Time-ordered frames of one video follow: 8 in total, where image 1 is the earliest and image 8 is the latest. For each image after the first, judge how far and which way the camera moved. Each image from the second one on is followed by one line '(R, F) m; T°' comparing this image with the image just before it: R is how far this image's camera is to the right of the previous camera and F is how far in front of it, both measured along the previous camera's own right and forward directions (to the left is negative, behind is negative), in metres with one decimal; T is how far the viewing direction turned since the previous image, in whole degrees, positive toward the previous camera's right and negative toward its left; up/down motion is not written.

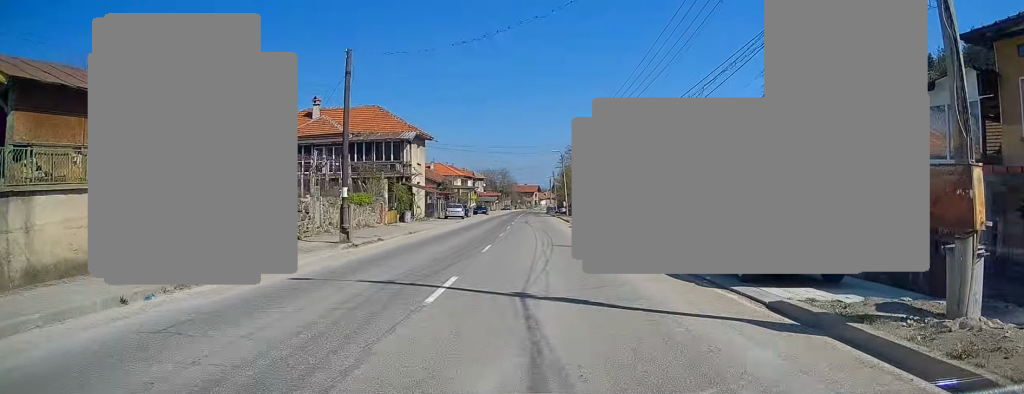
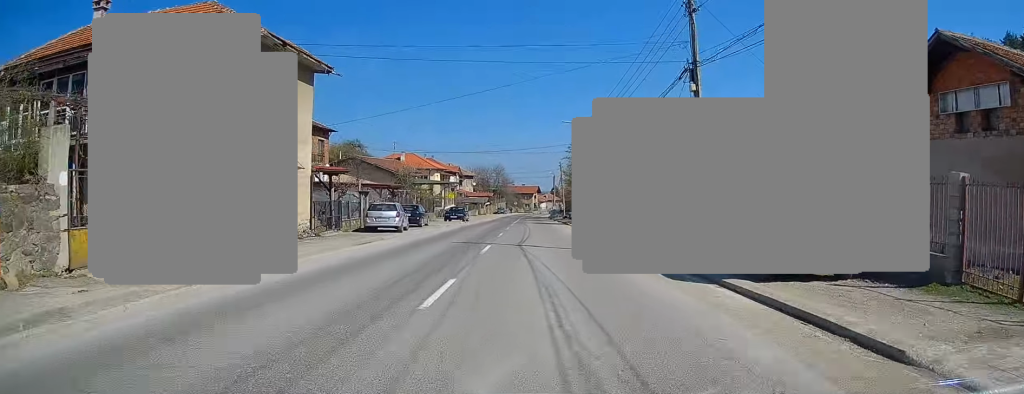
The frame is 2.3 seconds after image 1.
(+0.1, +28.1) m; +1°
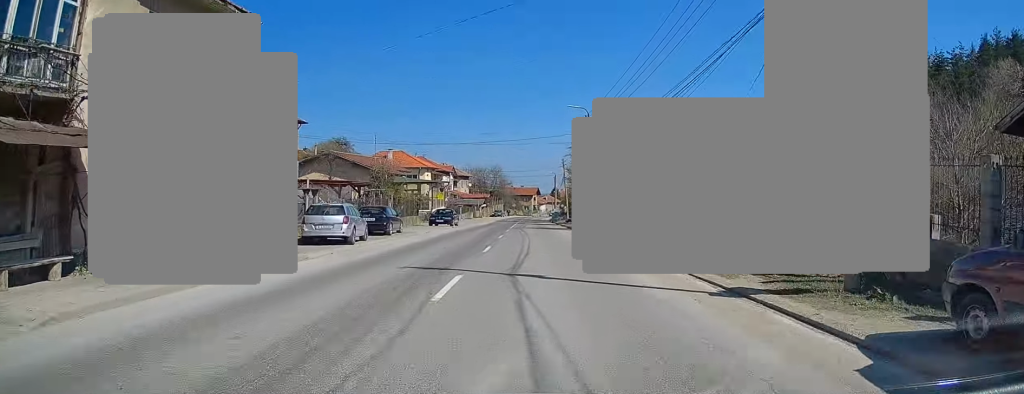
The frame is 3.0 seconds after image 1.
(0.0, +8.4) m; 0°
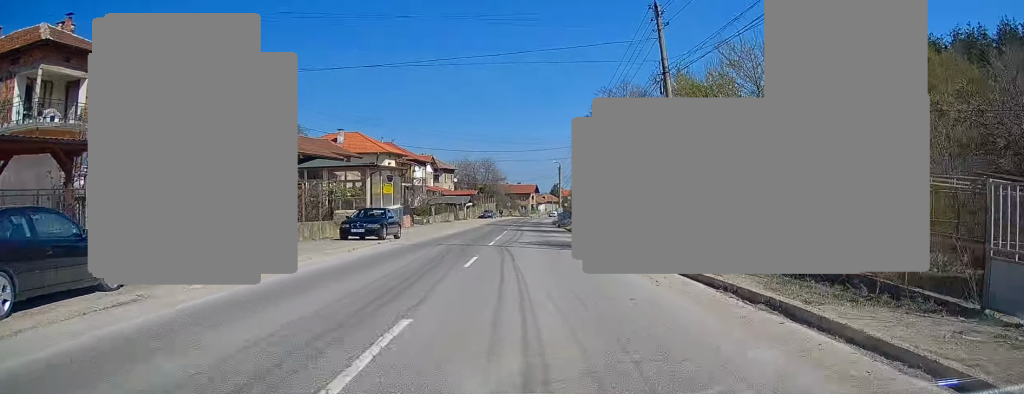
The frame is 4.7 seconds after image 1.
(0.0, +22.9) m; 0°
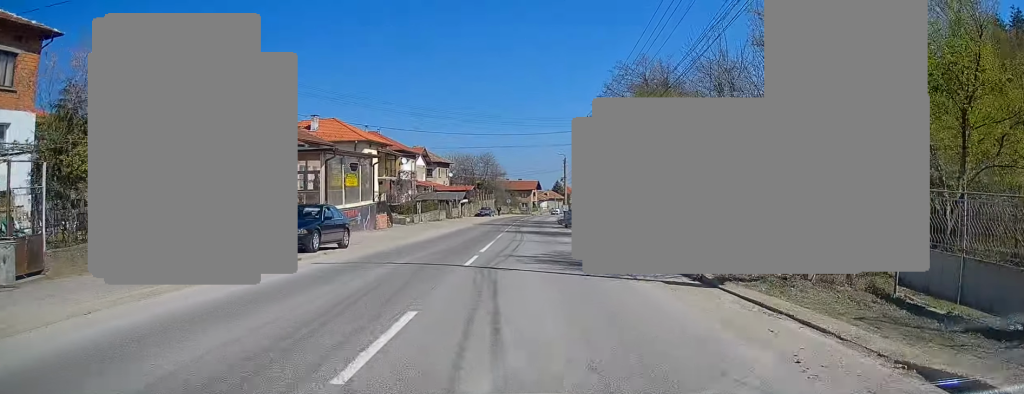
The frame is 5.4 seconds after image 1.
(+0.1, +8.8) m; 0°
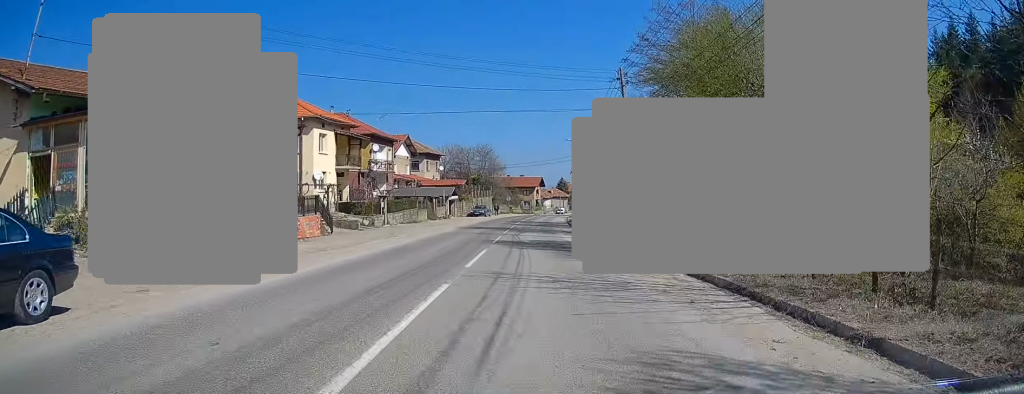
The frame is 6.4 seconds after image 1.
(0.0, +13.9) m; 0°
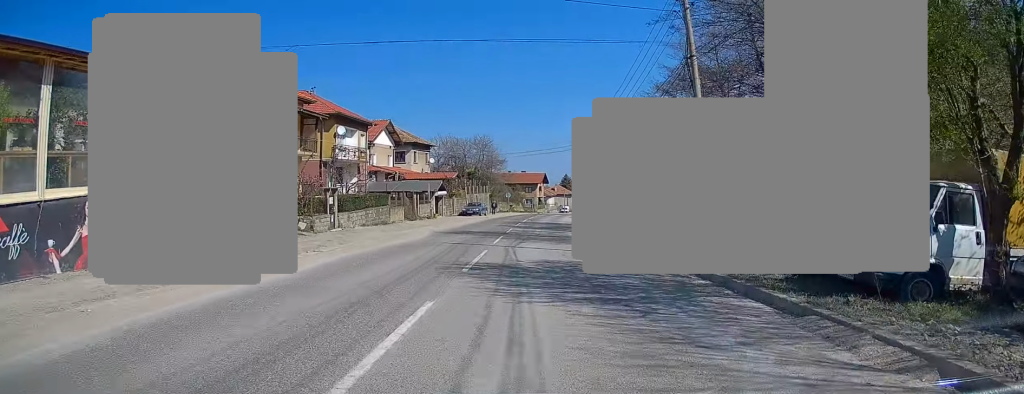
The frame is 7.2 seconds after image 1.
(0.0, +11.0) m; 0°
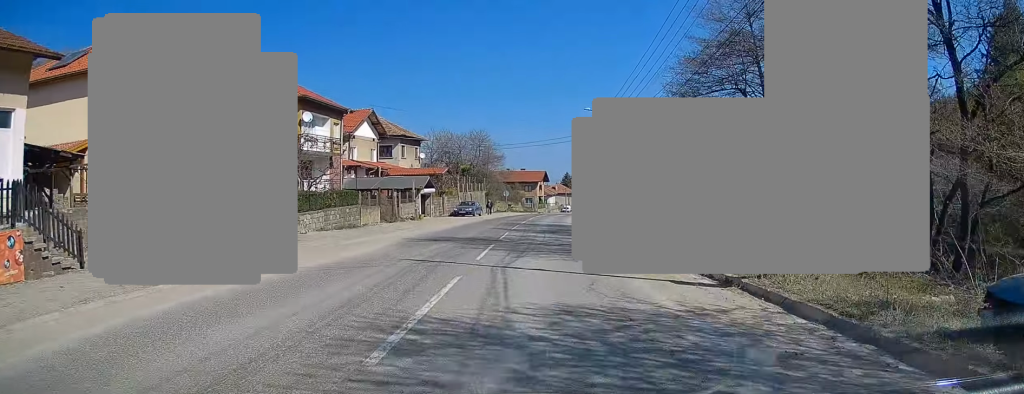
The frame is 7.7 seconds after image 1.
(0.0, +6.9) m; 0°
